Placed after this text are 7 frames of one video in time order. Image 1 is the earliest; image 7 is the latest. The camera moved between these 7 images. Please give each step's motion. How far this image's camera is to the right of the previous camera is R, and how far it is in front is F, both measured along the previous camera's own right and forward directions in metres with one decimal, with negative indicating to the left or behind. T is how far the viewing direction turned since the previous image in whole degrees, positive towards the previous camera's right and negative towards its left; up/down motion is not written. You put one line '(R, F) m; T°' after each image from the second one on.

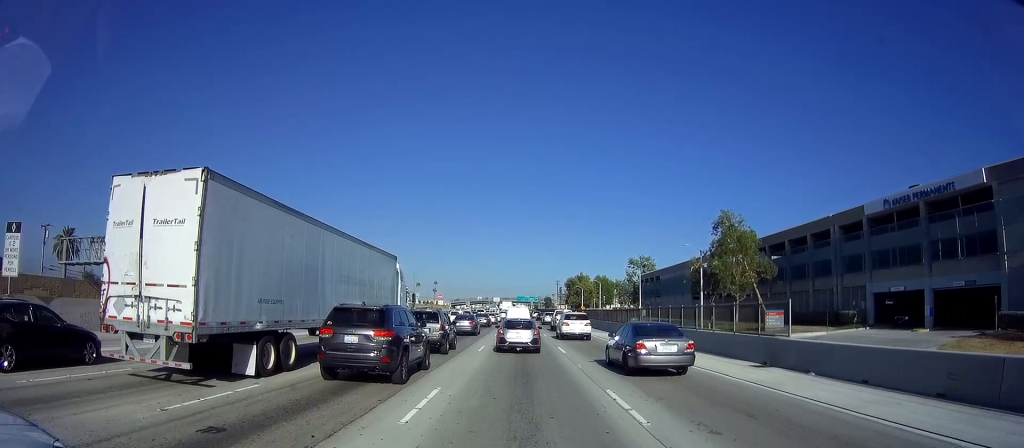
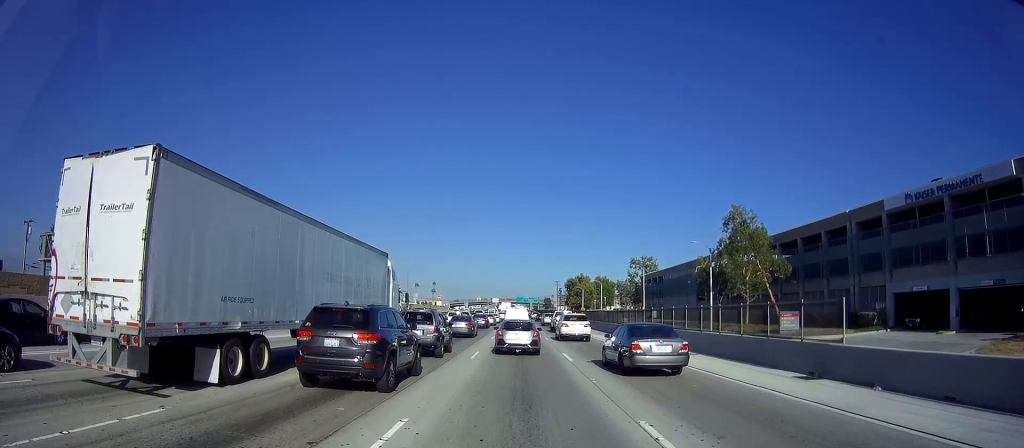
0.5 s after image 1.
(-0.1, +3.4) m; 0°
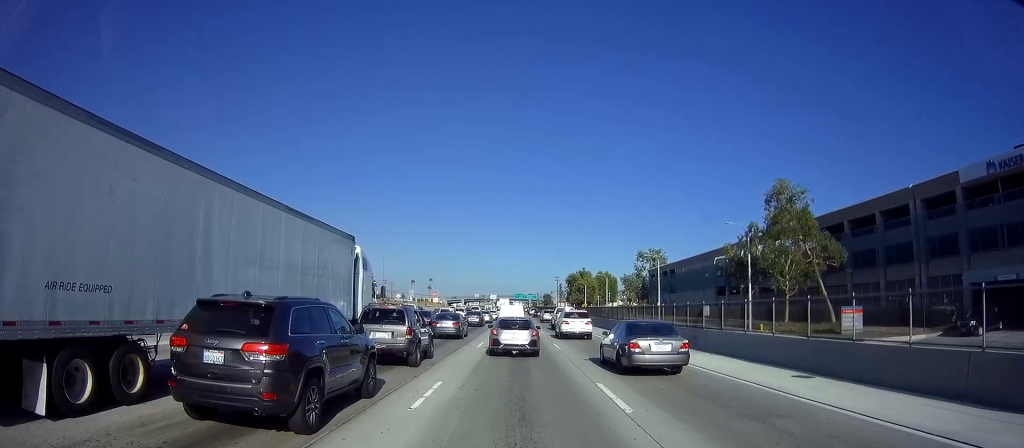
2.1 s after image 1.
(0.0, +9.8) m; 0°
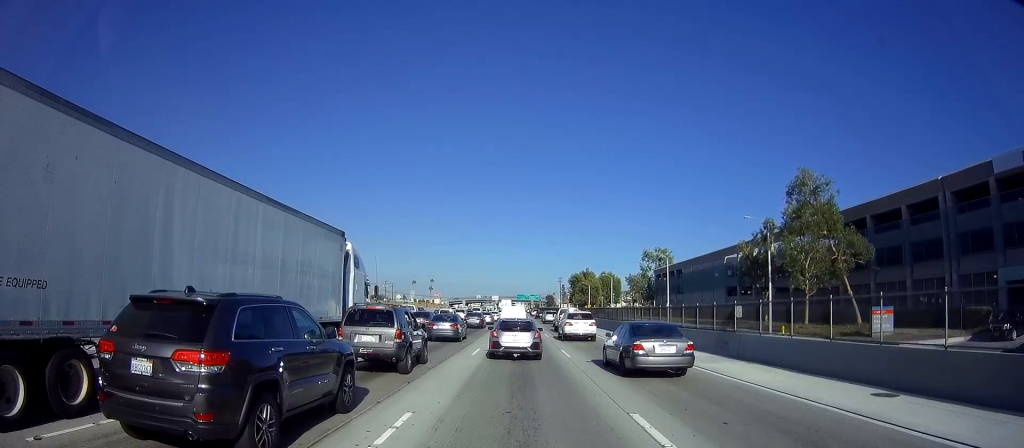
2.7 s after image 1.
(0.0, +3.3) m; 0°
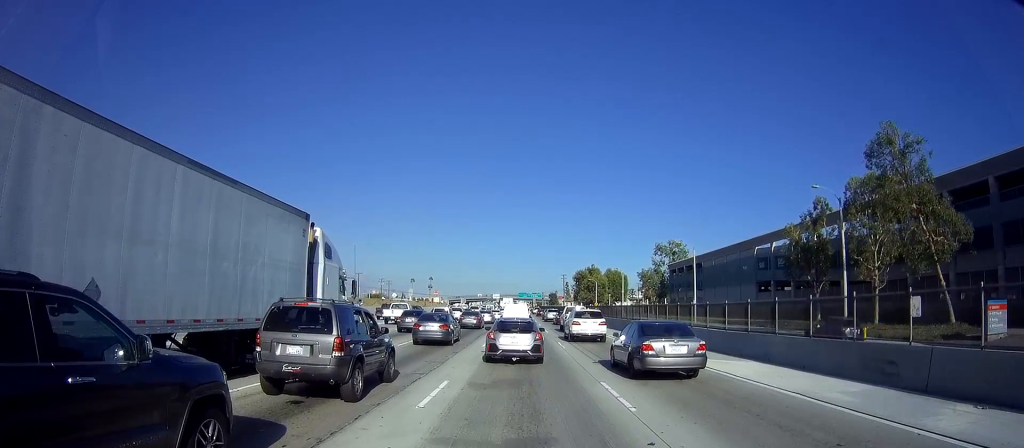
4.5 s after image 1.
(0.0, +10.1) m; 0°
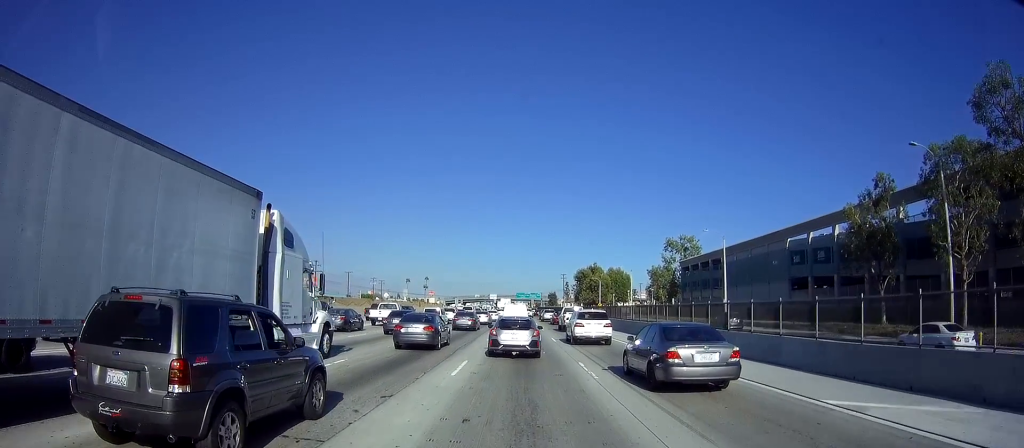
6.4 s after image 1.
(+0.1, +10.2) m; +2°
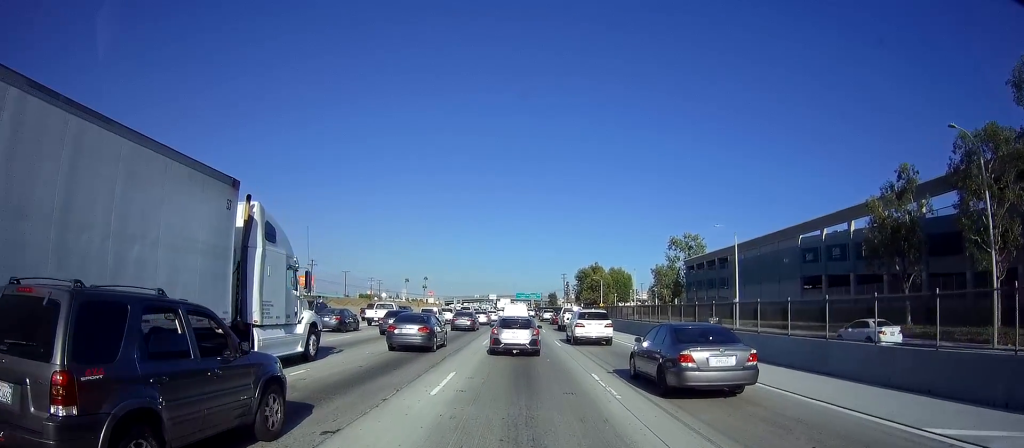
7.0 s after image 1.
(+0.1, +3.5) m; +1°
